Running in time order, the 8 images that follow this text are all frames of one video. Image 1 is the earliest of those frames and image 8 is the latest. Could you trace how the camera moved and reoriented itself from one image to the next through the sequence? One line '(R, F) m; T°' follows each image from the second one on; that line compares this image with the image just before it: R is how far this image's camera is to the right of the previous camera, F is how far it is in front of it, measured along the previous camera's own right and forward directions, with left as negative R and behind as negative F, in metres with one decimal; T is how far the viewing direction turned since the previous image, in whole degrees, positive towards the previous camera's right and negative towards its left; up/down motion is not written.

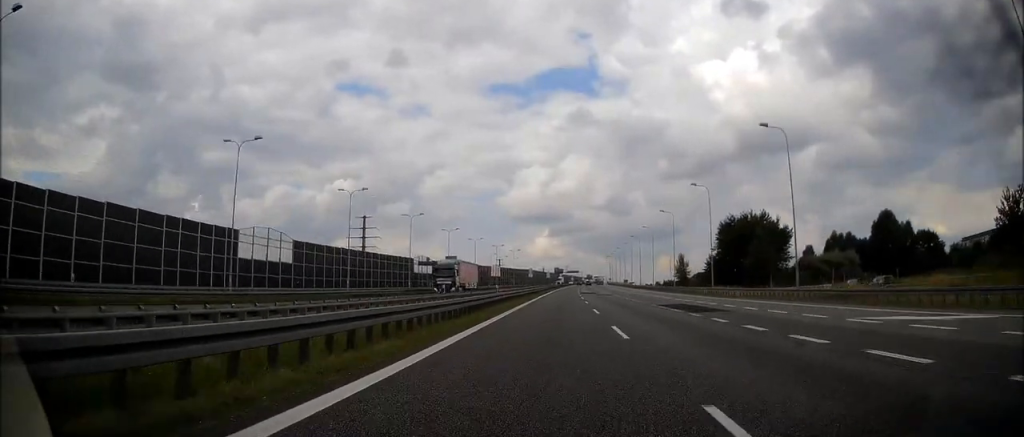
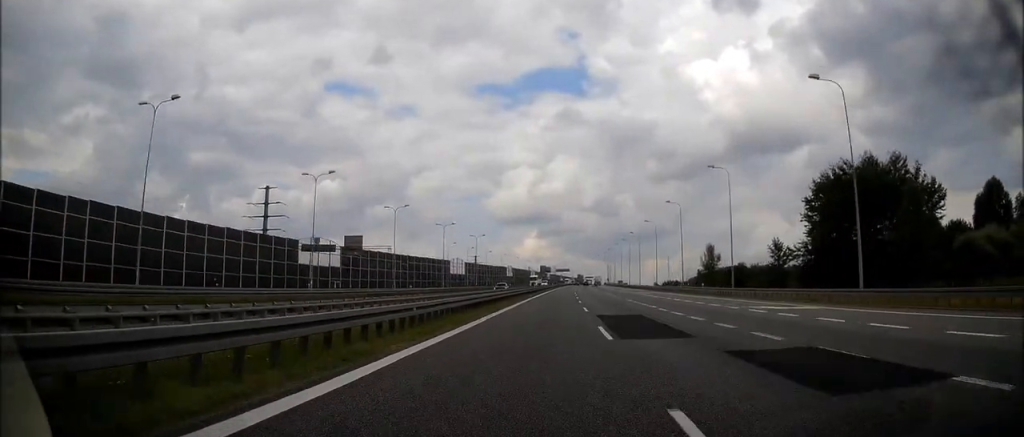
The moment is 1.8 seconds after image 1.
(+0.9, +62.5) m; +1°
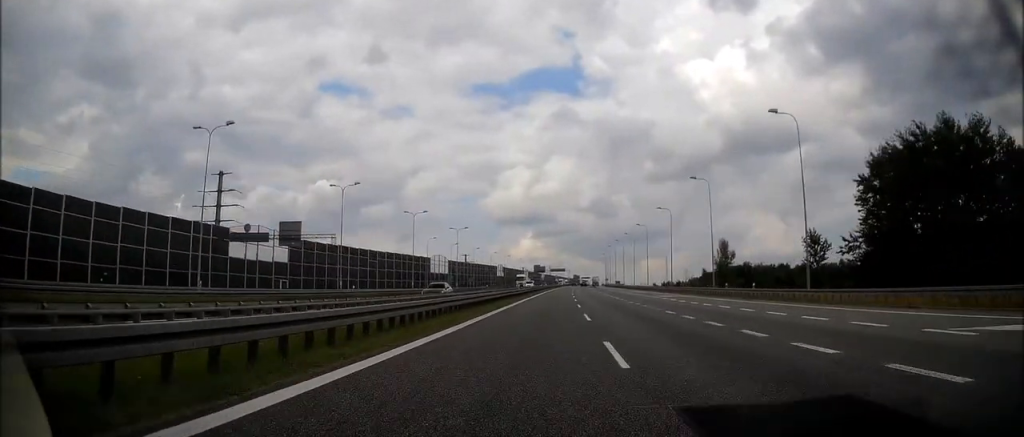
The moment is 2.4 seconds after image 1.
(-0.3, +19.3) m; 0°
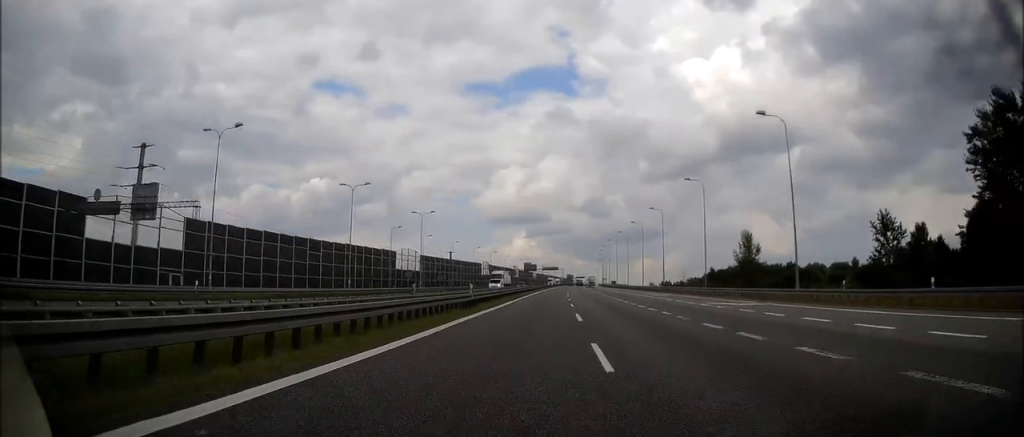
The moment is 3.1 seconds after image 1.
(+0.1, +24.9) m; 0°
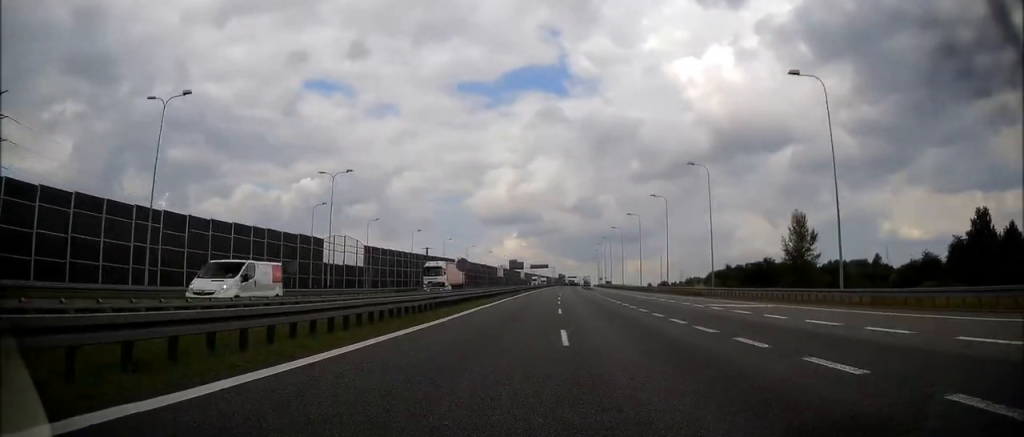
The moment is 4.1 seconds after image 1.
(+0.2, +33.9) m; +1°
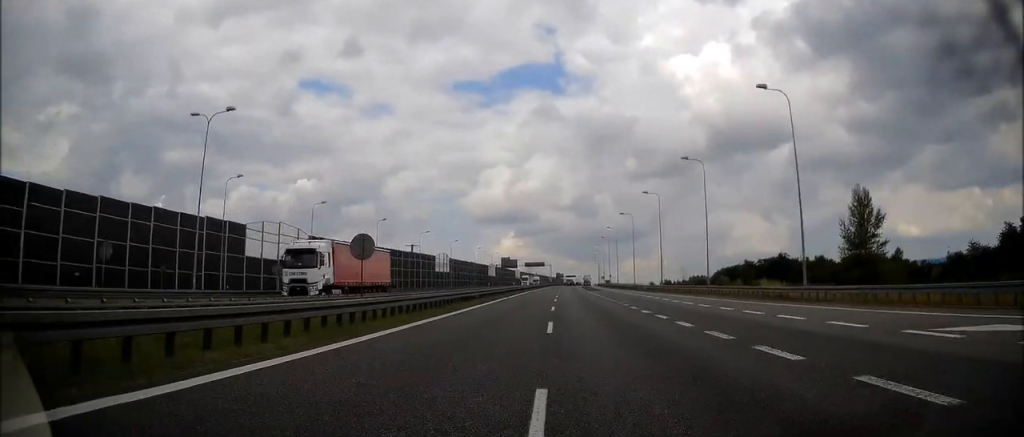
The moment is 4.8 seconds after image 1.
(0.0, +22.6) m; +1°
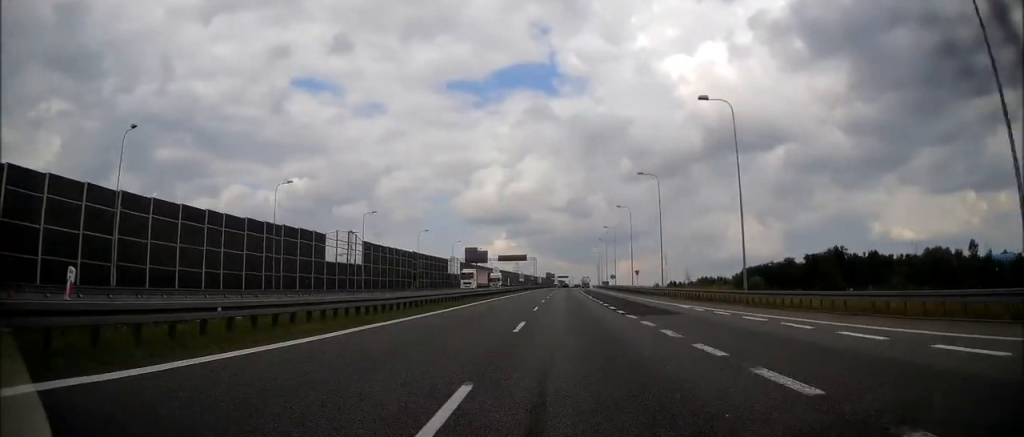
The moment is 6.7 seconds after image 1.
(+0.7, +62.6) m; +1°
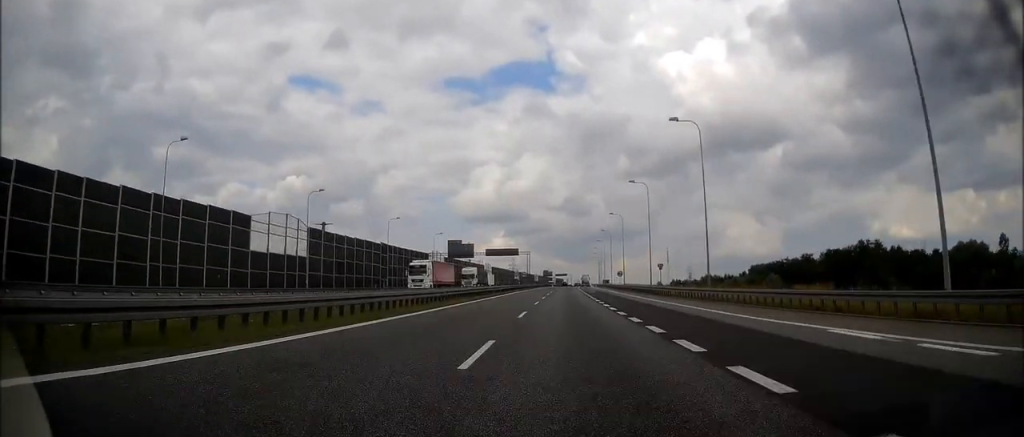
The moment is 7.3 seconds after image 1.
(0.0, +19.8) m; 0°
